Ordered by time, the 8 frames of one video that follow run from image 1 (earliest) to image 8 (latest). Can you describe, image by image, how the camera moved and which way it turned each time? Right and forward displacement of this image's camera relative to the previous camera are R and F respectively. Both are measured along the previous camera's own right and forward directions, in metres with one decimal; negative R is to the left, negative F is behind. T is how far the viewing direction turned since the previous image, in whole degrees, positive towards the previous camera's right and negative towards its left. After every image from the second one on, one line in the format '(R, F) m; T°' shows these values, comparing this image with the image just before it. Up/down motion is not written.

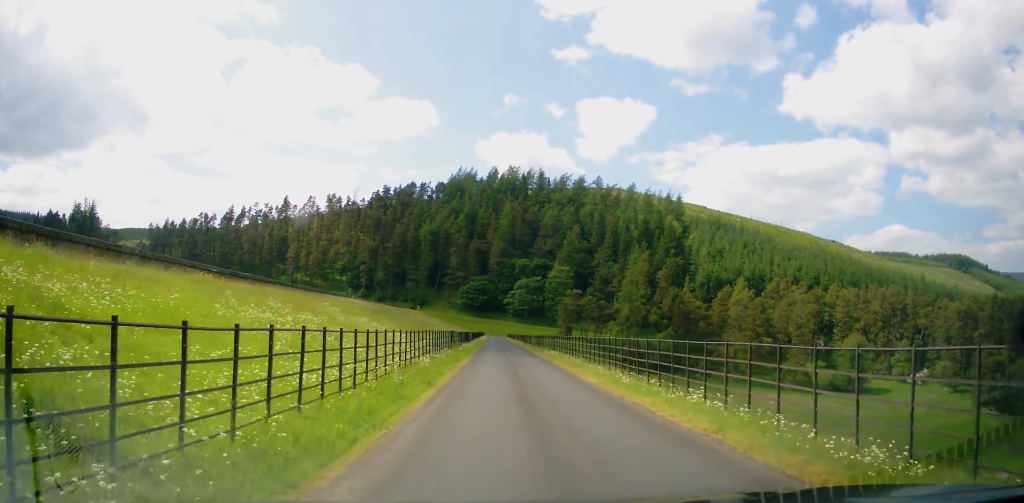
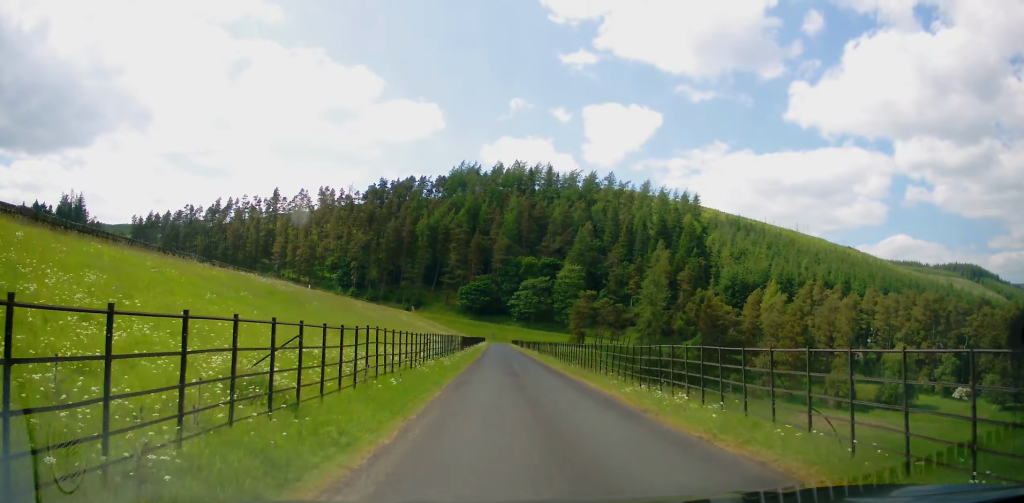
(+0.3, +20.3) m; -1°
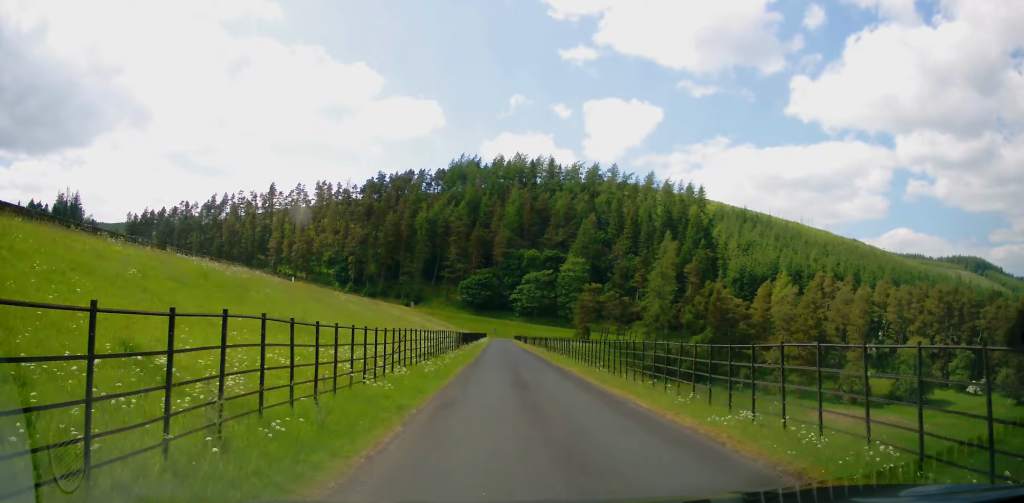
(-0.1, +5.5) m; -1°
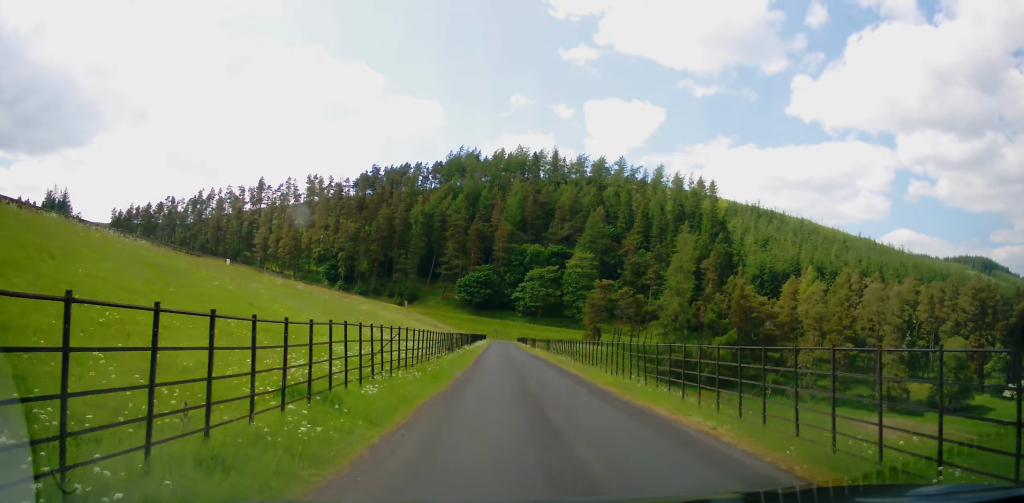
(0.0, +14.5) m; 0°
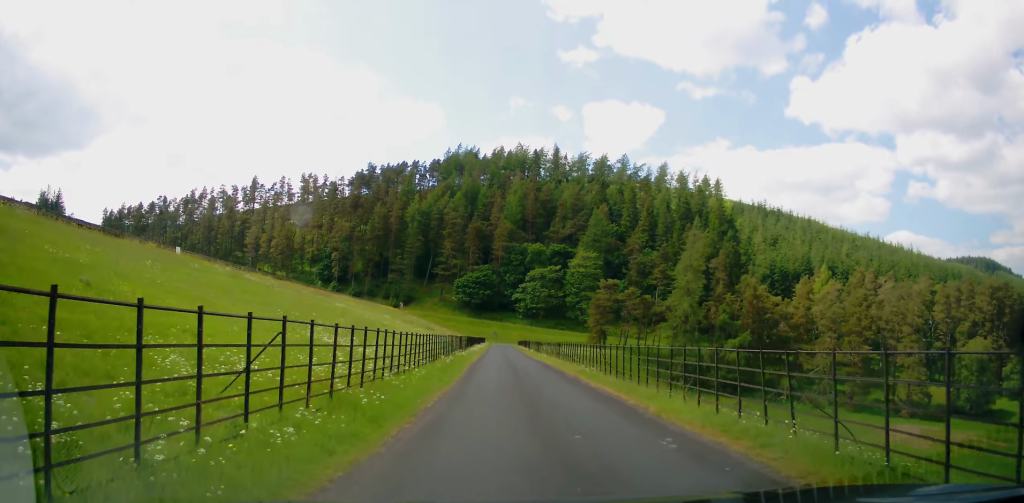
(0.0, +7.2) m; +1°
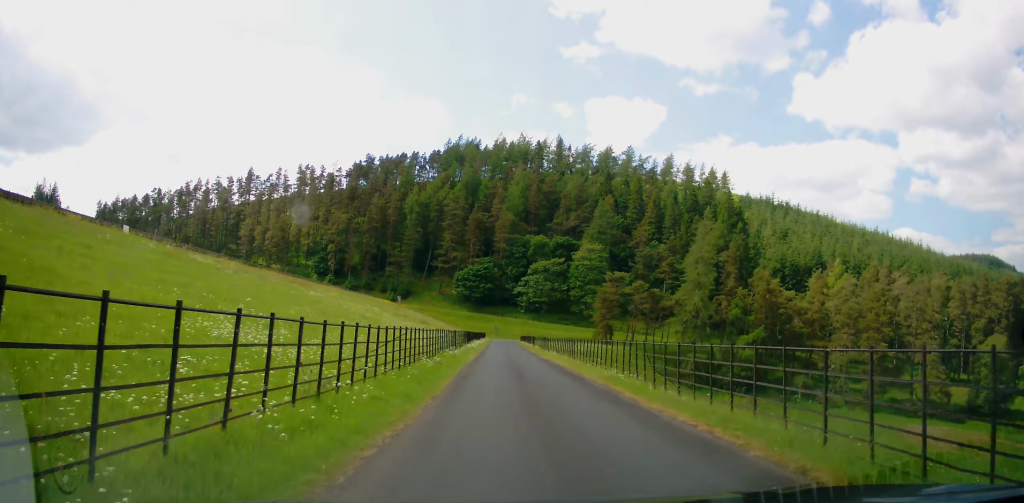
(0.0, +6.0) m; +1°
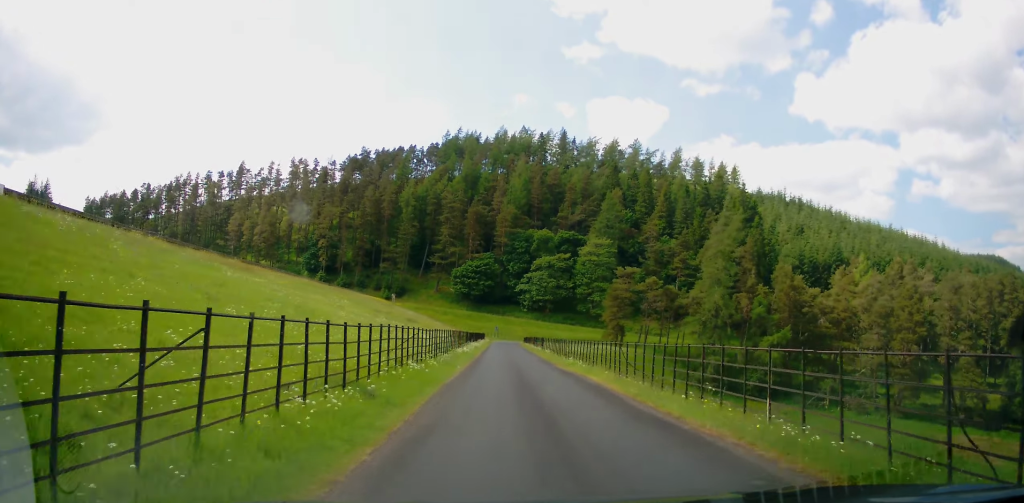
(+0.5, +10.2) m; 0°
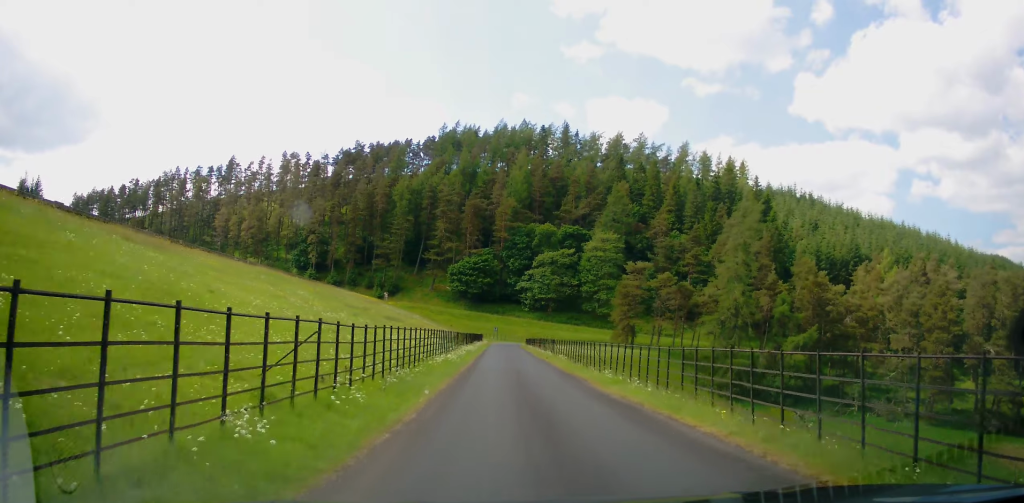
(-0.3, +9.3) m; -2°
